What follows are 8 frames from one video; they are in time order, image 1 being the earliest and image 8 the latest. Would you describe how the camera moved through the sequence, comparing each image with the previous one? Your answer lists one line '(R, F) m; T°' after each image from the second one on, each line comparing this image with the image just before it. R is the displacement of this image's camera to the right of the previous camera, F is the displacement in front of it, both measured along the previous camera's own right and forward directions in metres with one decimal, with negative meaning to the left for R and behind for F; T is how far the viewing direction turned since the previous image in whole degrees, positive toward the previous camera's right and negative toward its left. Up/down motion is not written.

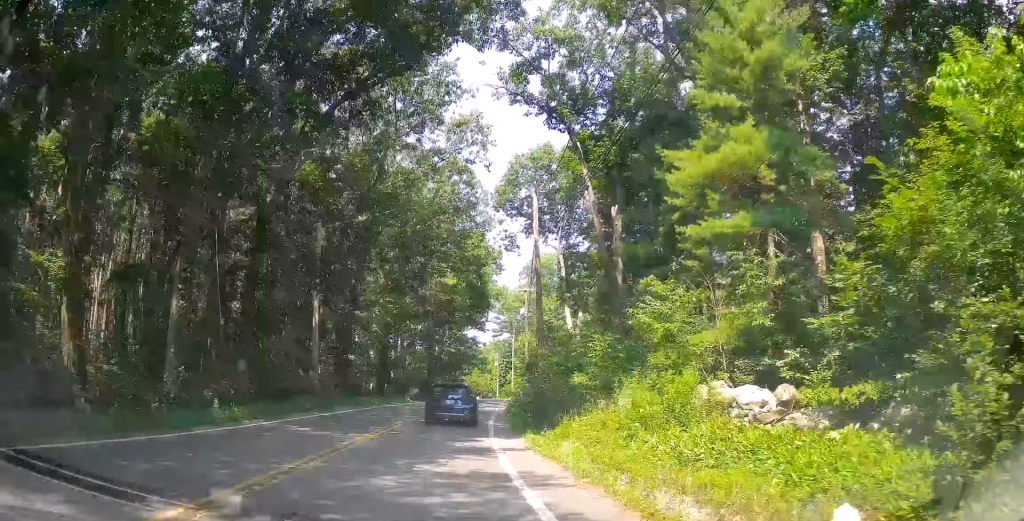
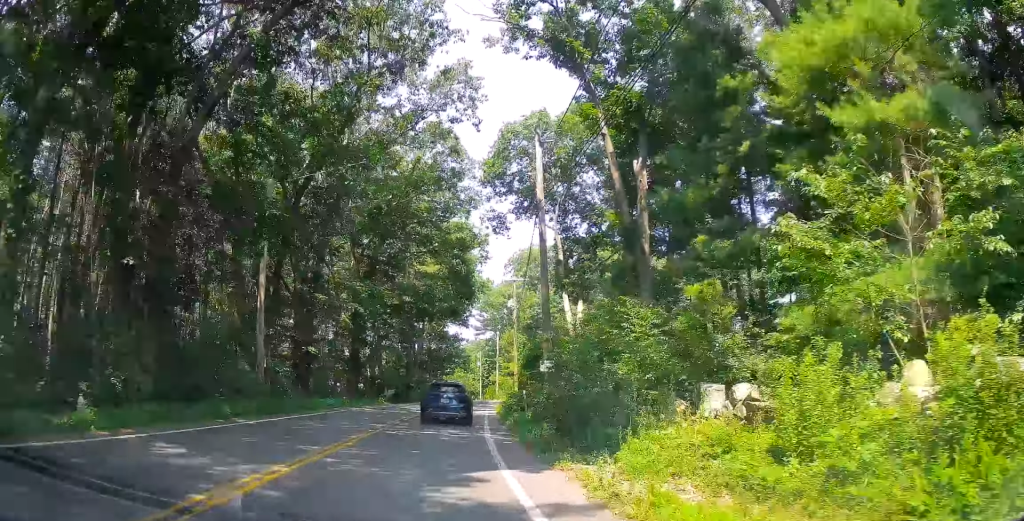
(+0.2, +7.0) m; +2°
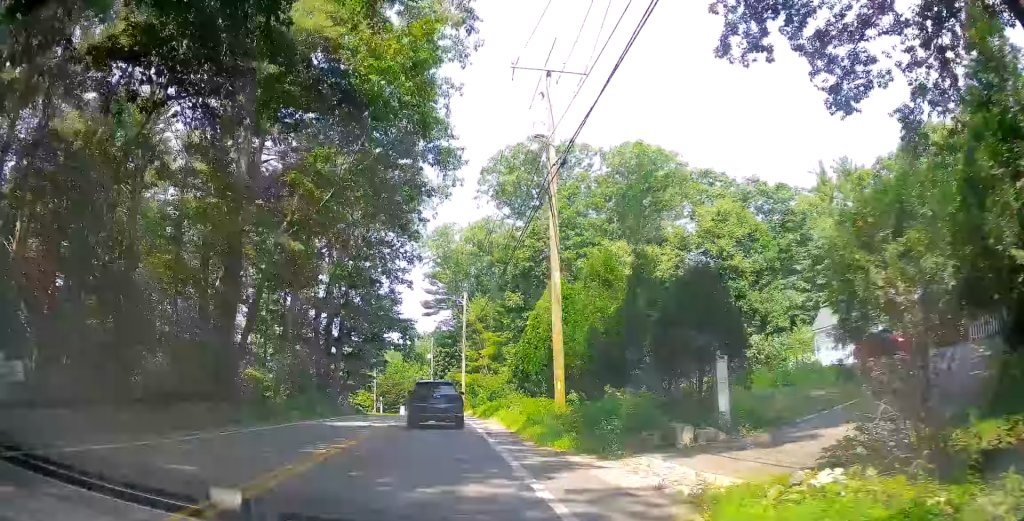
(+2.7, +41.3) m; +9°
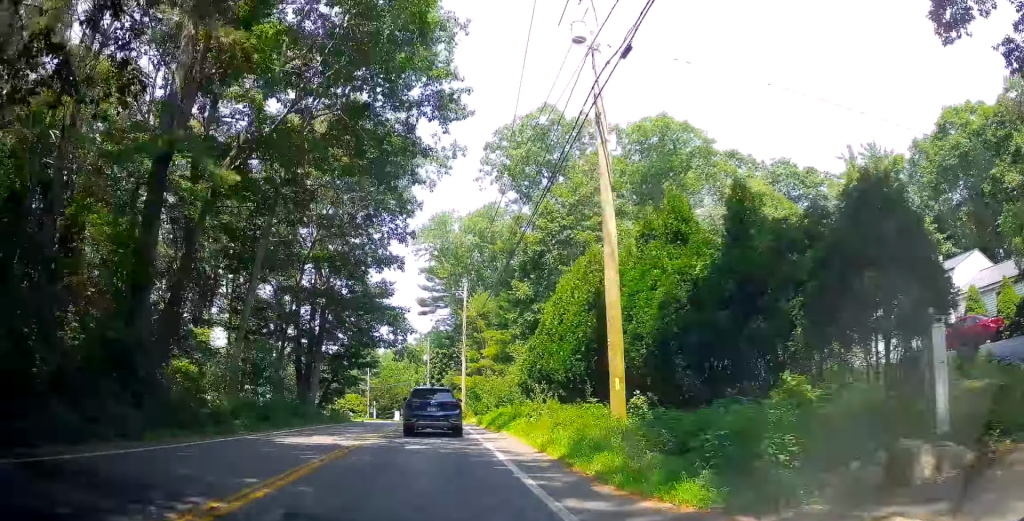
(-0.1, +6.5) m; -2°
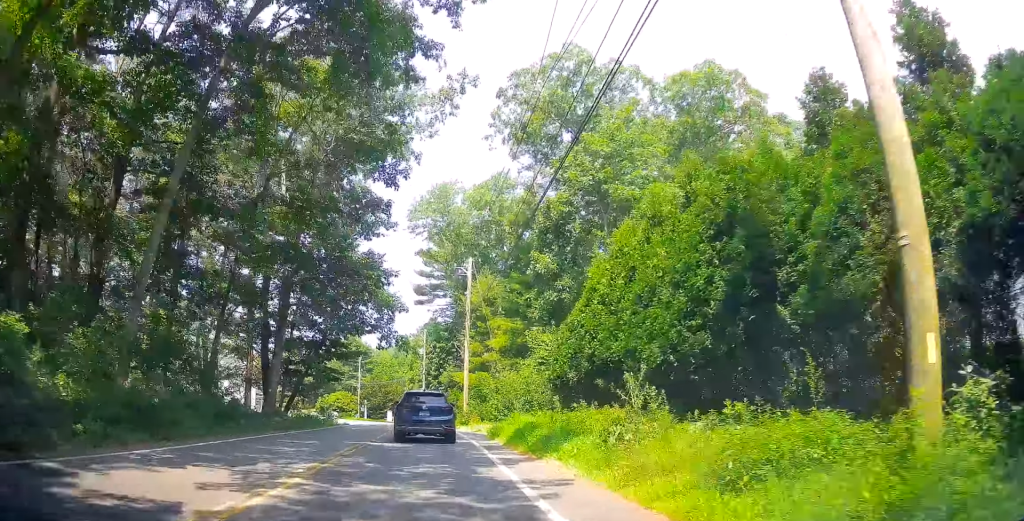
(0.0, +9.0) m; -2°
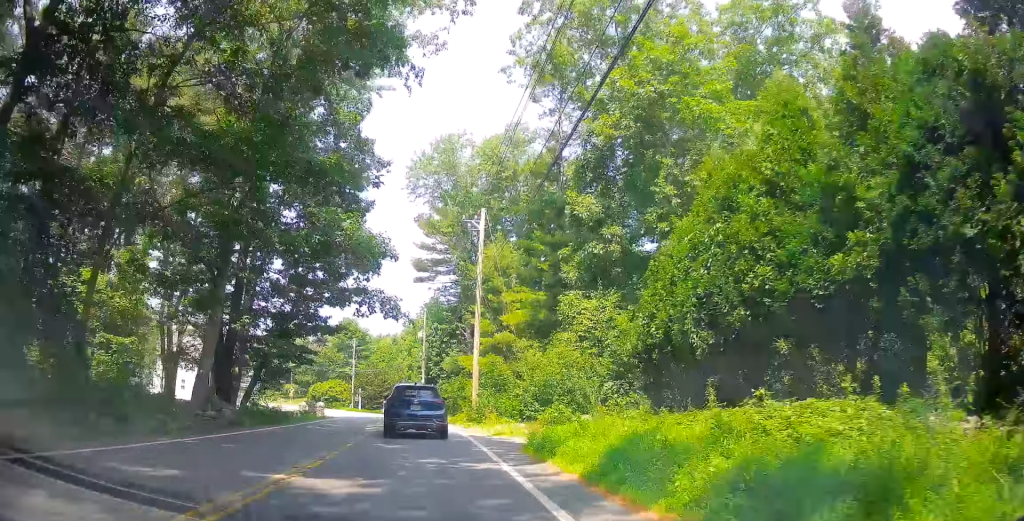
(-0.4, +9.2) m; 0°
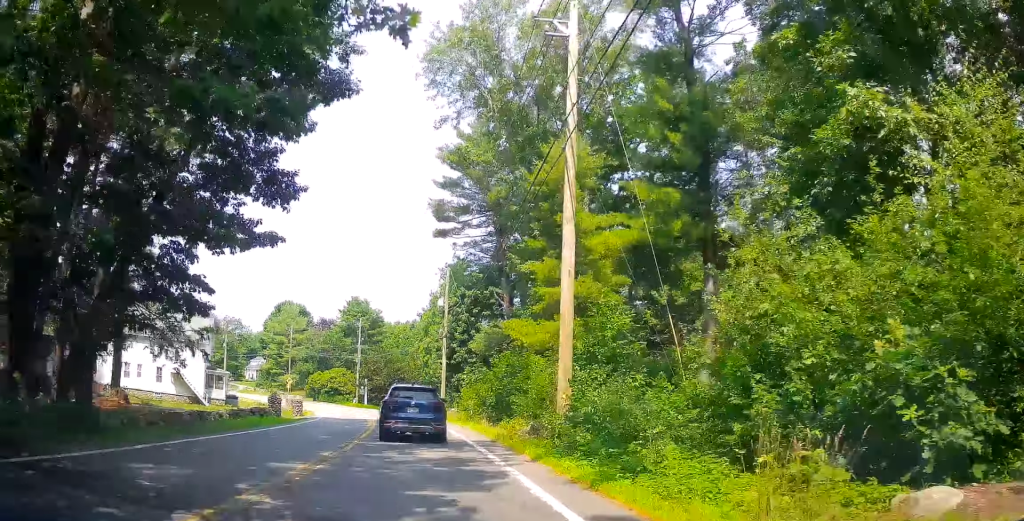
(+0.6, +18.3) m; +2°
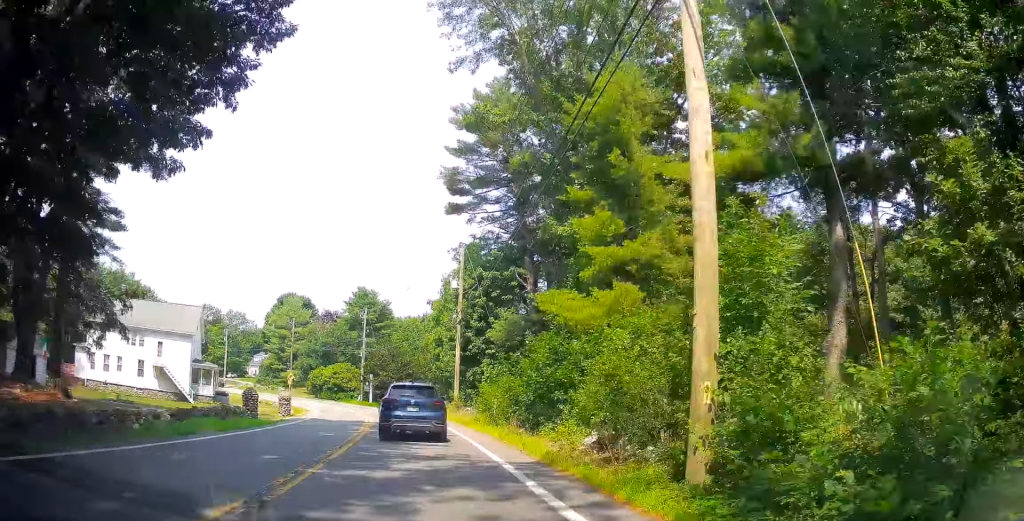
(-0.1, +6.6) m; -1°
